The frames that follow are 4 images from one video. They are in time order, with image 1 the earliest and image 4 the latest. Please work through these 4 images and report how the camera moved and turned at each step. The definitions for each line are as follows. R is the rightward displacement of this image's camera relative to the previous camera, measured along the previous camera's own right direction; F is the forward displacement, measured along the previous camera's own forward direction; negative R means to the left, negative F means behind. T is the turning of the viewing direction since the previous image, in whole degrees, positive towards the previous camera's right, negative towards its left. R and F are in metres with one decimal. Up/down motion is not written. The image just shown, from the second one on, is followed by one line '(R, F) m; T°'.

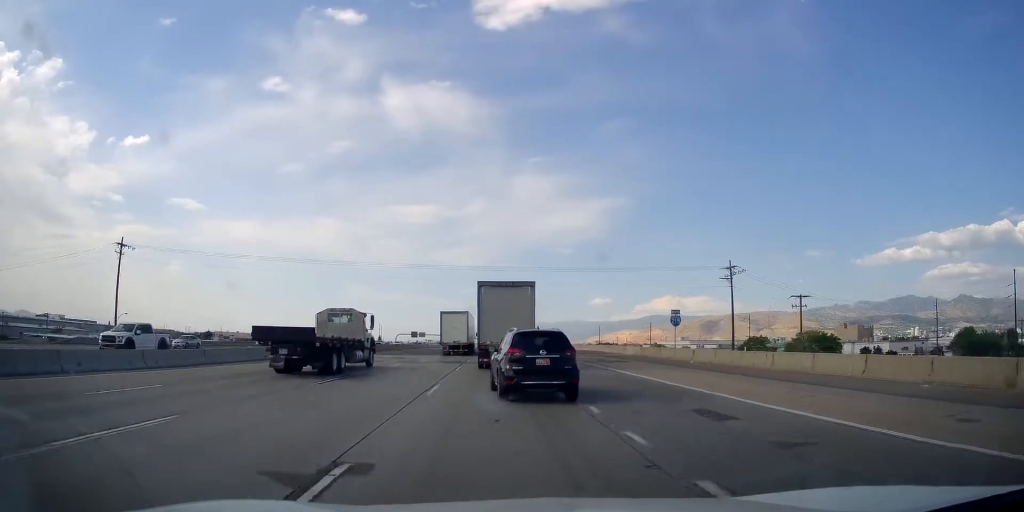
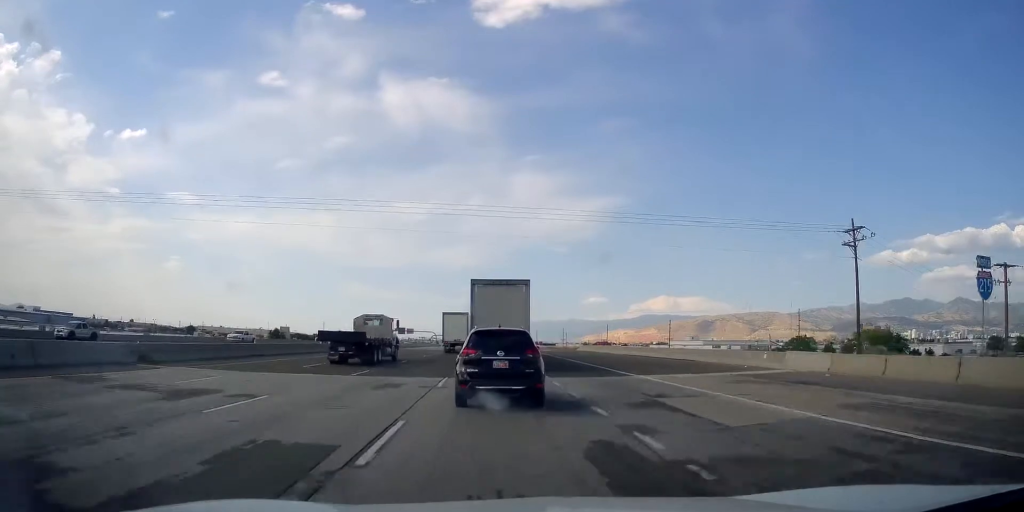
(+0.1, +32.8) m; -1°
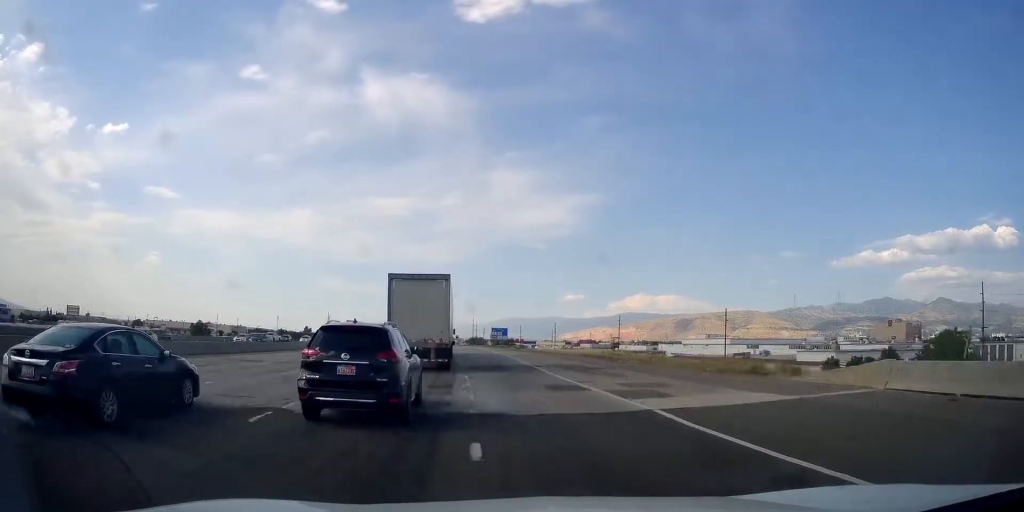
(+1.5, +68.3) m; +3°
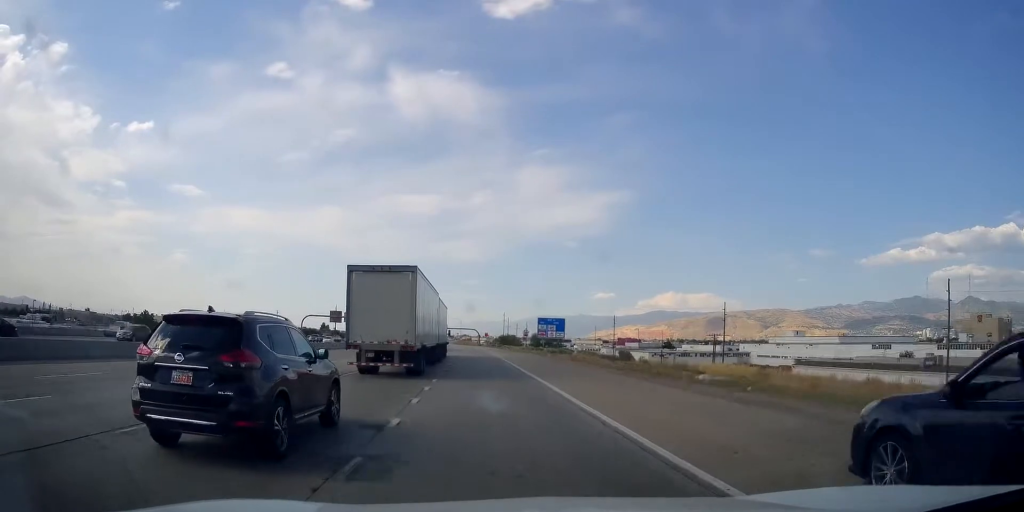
(-1.0, +66.7) m; -1°
